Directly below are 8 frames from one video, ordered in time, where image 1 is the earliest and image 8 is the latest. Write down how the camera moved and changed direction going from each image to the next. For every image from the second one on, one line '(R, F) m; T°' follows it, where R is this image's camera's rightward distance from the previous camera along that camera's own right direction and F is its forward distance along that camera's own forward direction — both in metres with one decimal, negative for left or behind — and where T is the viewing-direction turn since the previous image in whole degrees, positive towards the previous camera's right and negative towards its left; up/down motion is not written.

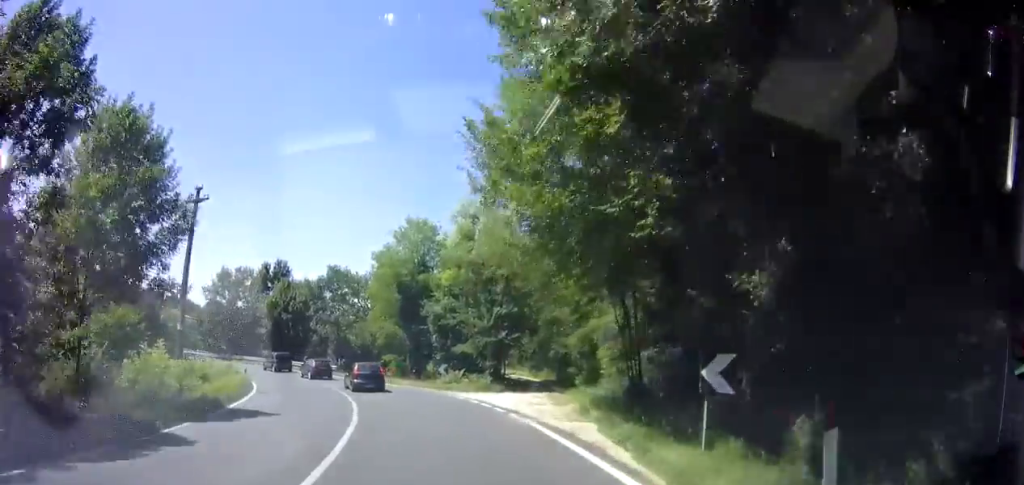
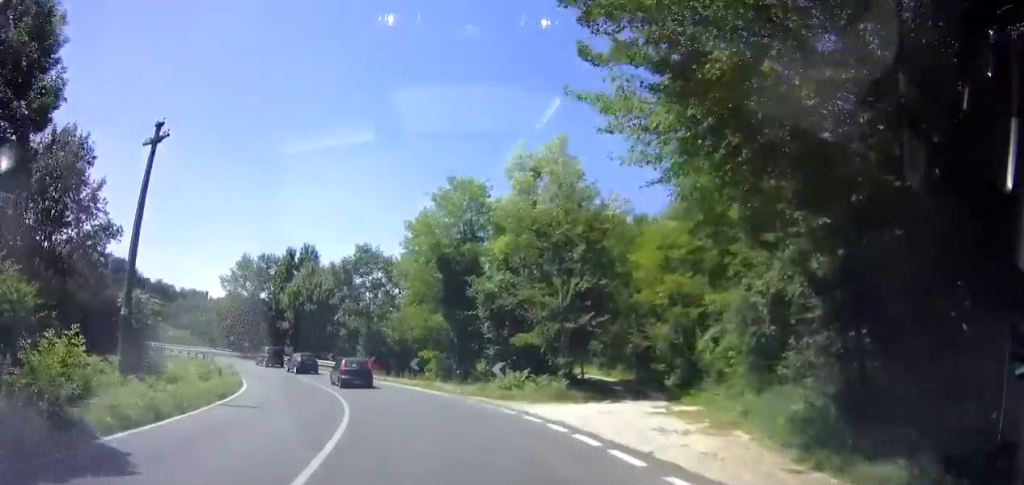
(-0.4, +8.7) m; -8°
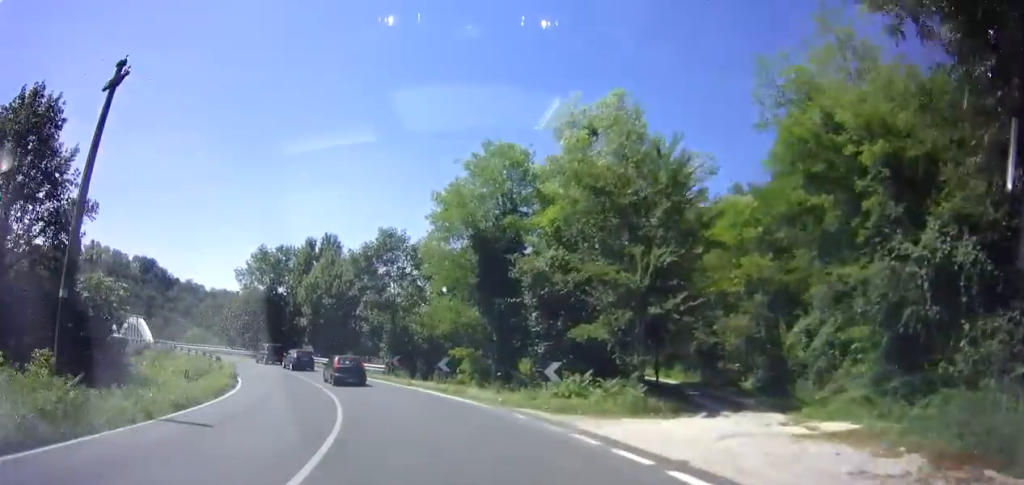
(-0.4, +5.1) m; -5°
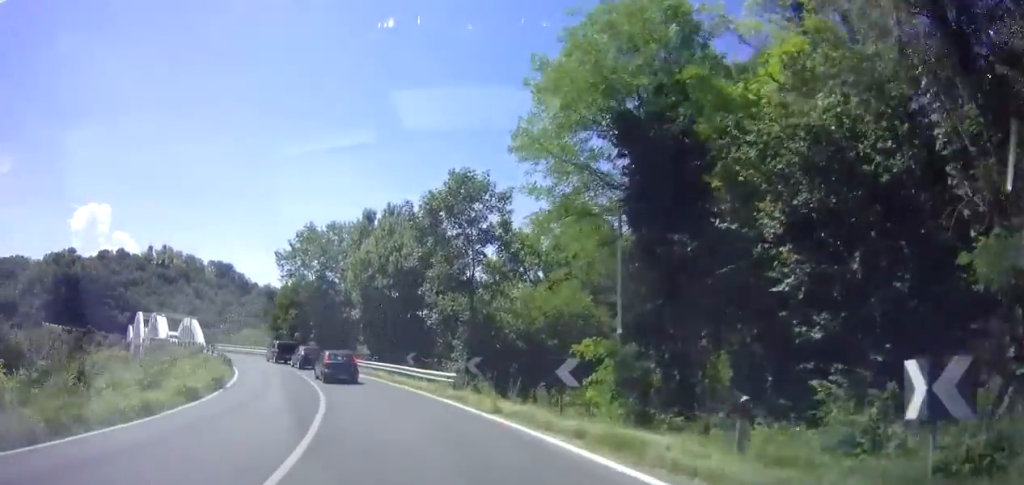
(-1.3, +11.4) m; -13°
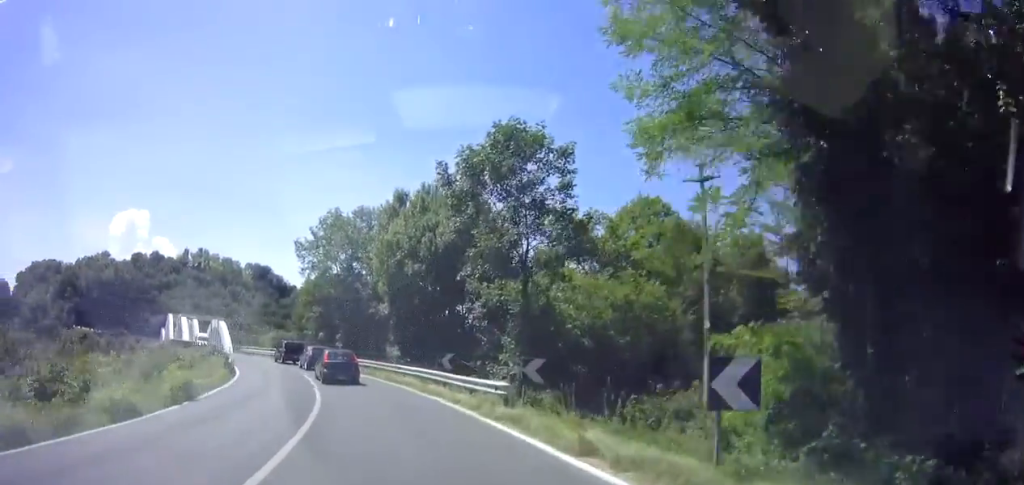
(-0.3, +5.0) m; -5°
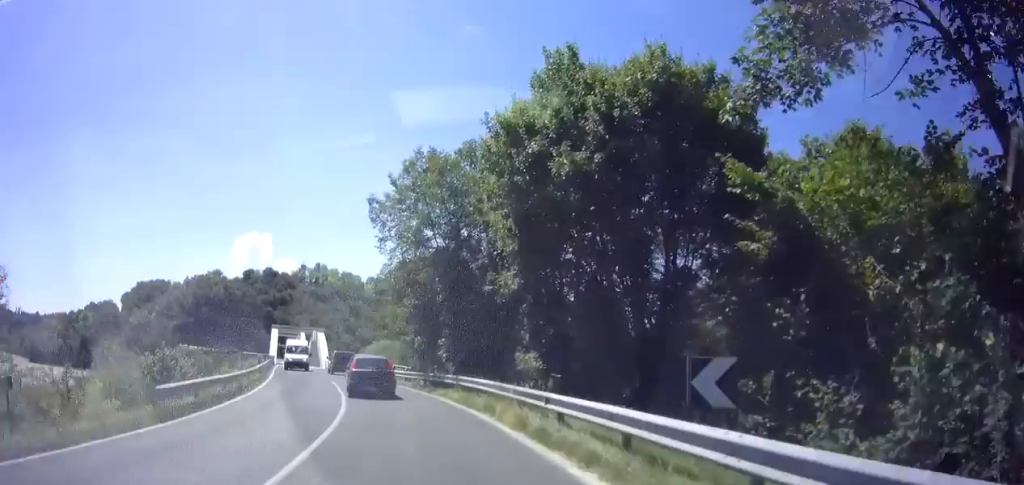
(-0.9, +13.2) m; -4°
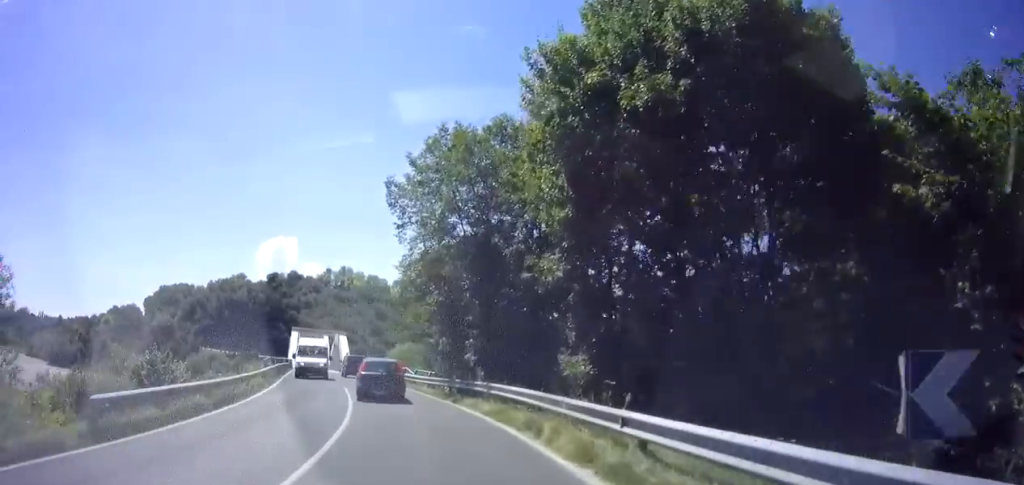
(0.0, +3.0) m; -2°
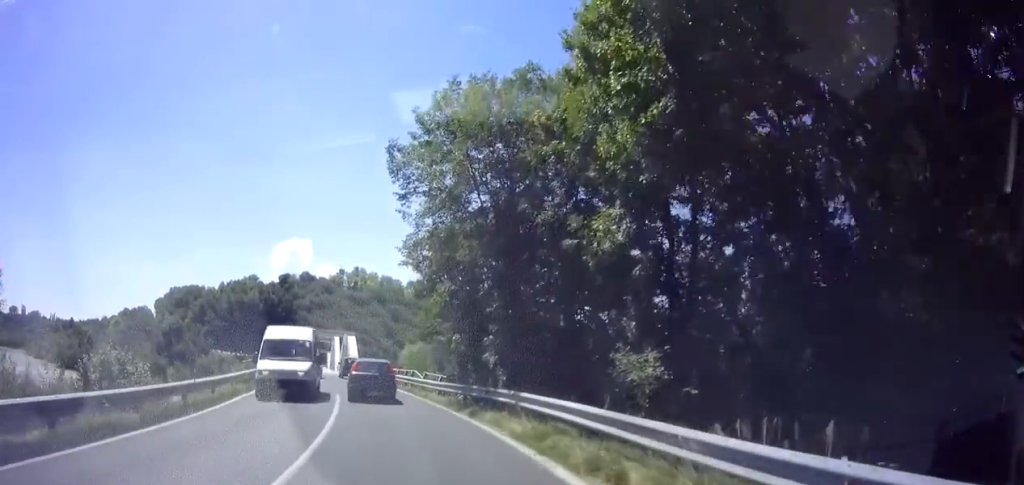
(-0.2, +4.6) m; -5°
